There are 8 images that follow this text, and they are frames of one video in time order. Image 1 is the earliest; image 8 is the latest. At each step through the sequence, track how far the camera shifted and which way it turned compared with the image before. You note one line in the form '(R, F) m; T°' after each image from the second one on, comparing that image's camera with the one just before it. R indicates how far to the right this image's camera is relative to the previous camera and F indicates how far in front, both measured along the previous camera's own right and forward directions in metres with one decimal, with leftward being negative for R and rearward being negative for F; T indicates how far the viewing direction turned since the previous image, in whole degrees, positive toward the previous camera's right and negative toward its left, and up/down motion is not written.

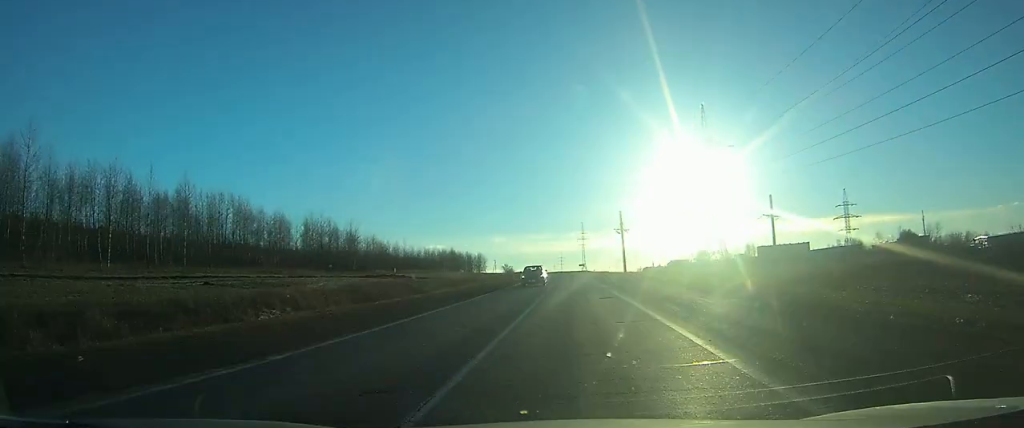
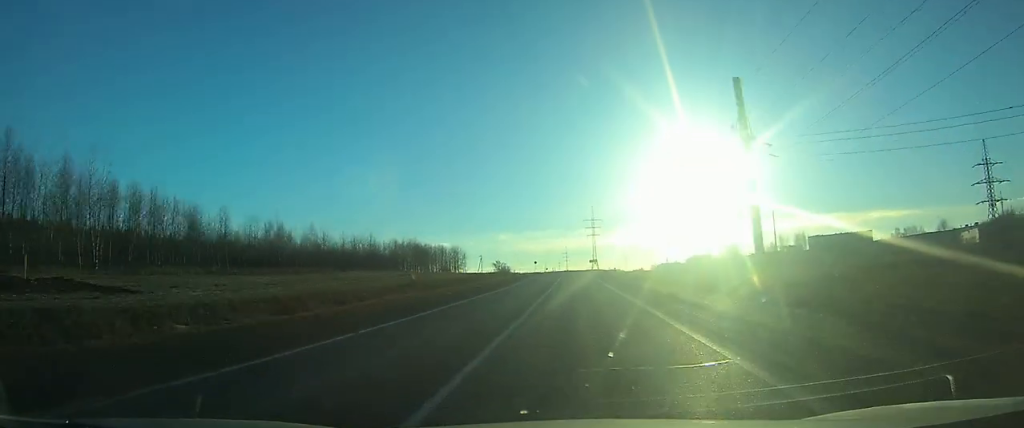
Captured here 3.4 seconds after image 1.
(-0.3, +74.2) m; 0°
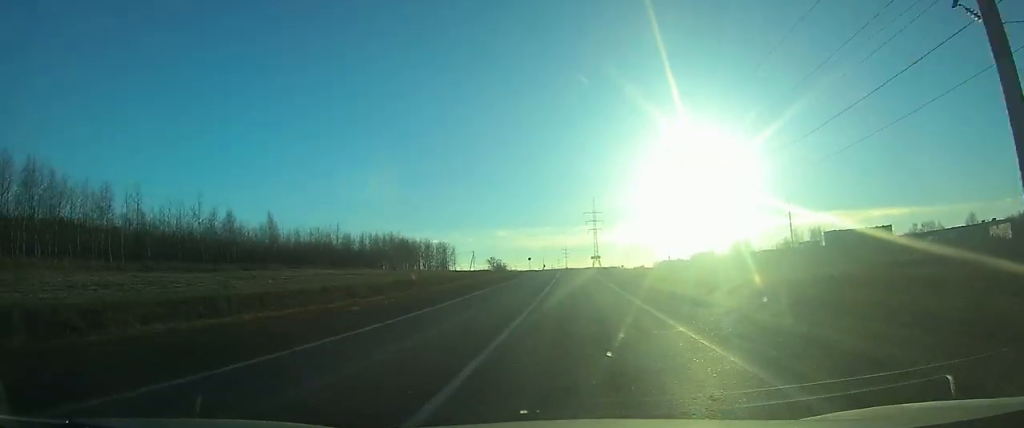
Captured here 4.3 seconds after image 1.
(0.0, +18.3) m; 0°
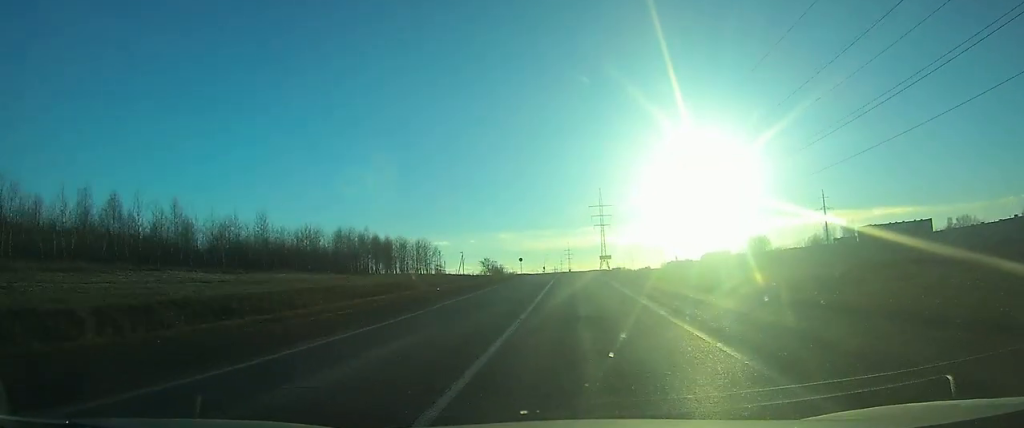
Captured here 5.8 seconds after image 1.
(-0.1, +28.1) m; 0°
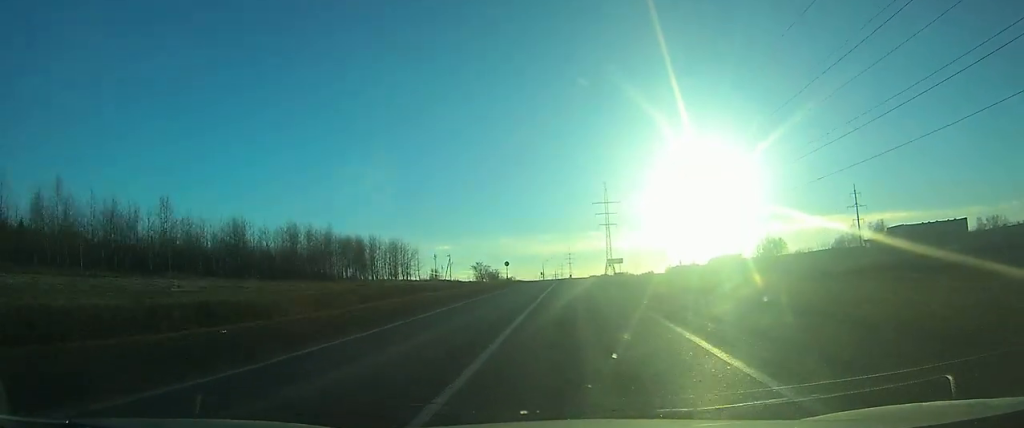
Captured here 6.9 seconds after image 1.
(0.0, +20.5) m; 0°
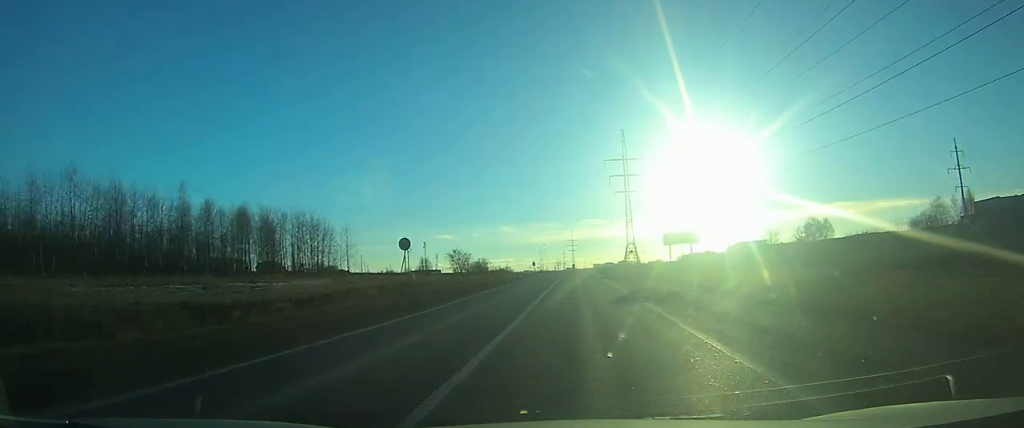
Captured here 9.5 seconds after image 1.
(-0.1, +47.8) m; -1°
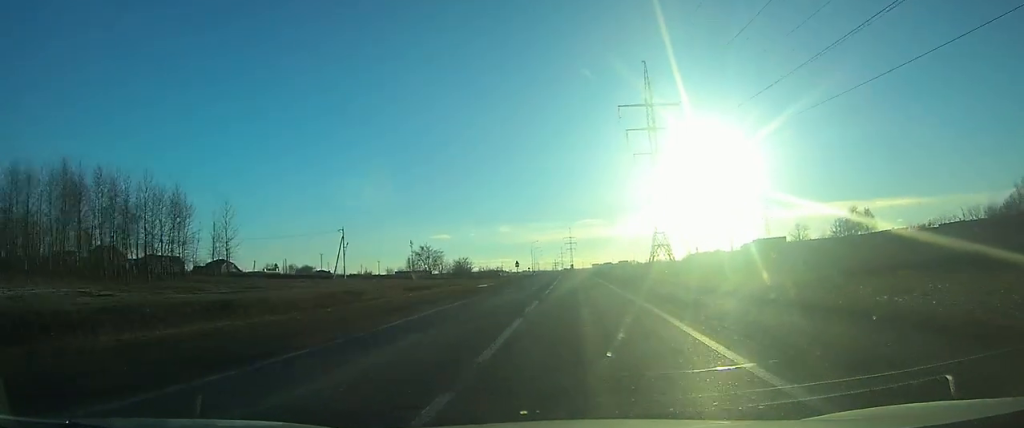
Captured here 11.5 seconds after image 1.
(-0.2, +42.0) m; 0°
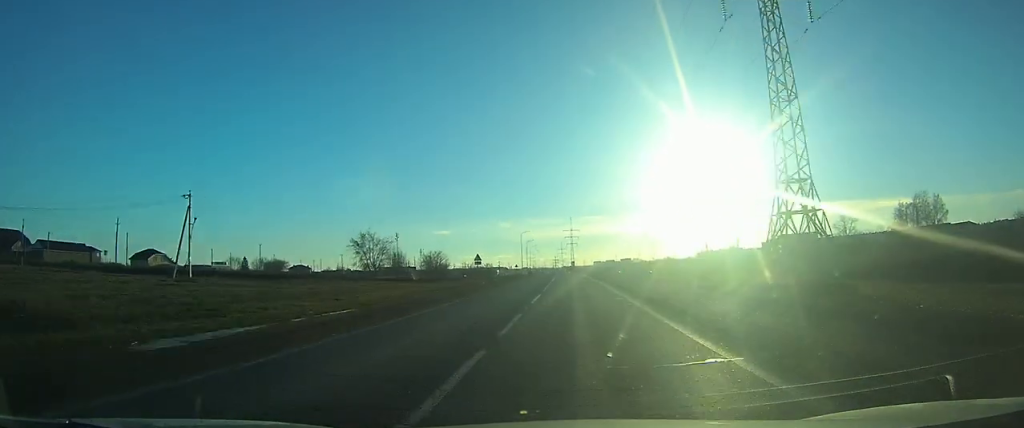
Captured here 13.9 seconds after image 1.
(0.0, +49.5) m; 0°
